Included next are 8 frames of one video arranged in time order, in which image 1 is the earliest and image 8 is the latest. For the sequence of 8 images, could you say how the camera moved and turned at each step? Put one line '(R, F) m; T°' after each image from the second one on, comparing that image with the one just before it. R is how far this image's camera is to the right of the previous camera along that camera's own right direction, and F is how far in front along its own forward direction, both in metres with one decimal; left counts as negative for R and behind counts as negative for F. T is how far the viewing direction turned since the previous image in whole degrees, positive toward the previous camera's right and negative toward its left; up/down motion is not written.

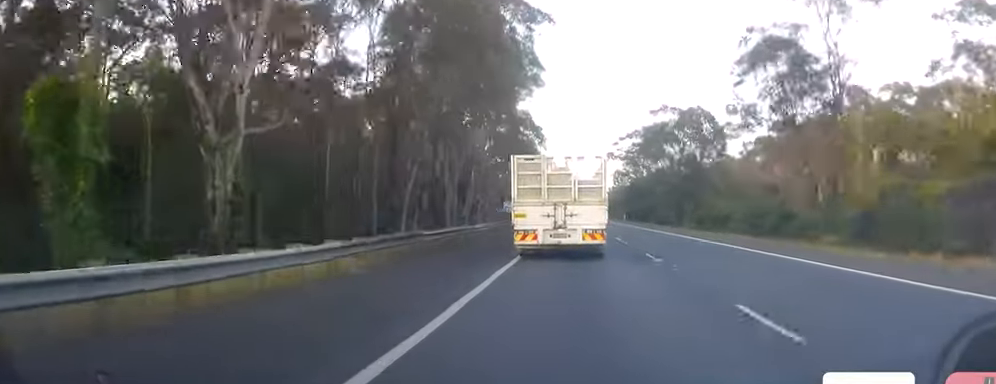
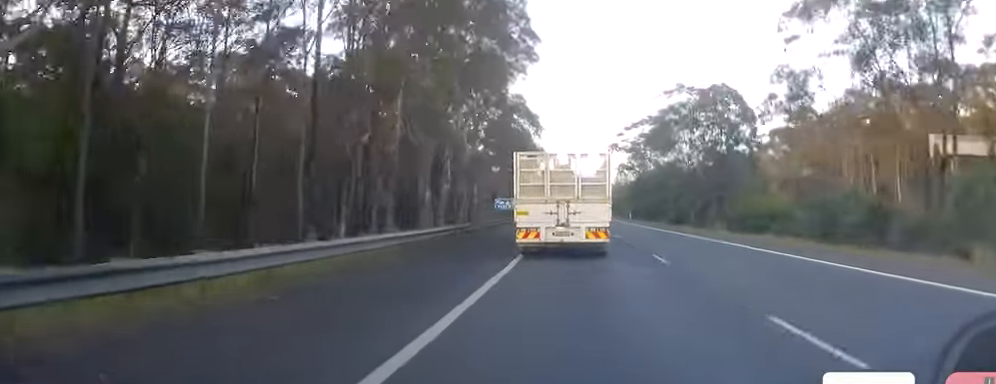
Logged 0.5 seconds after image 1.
(-0.1, +13.4) m; +1°
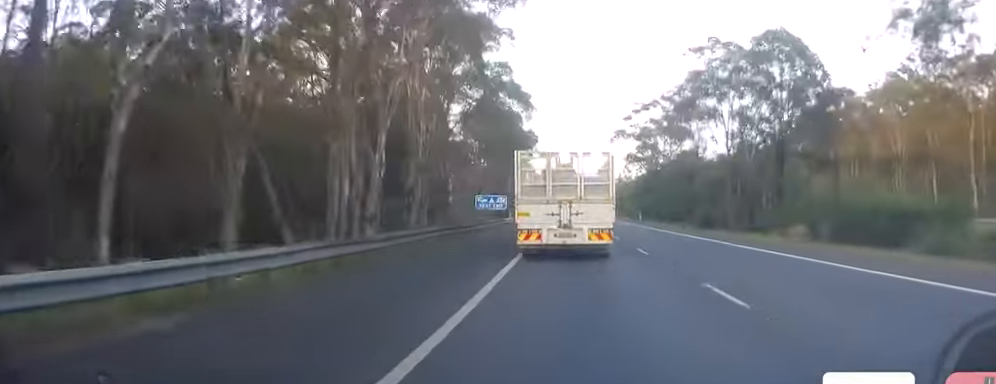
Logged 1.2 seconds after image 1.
(+0.3, +19.7) m; +1°
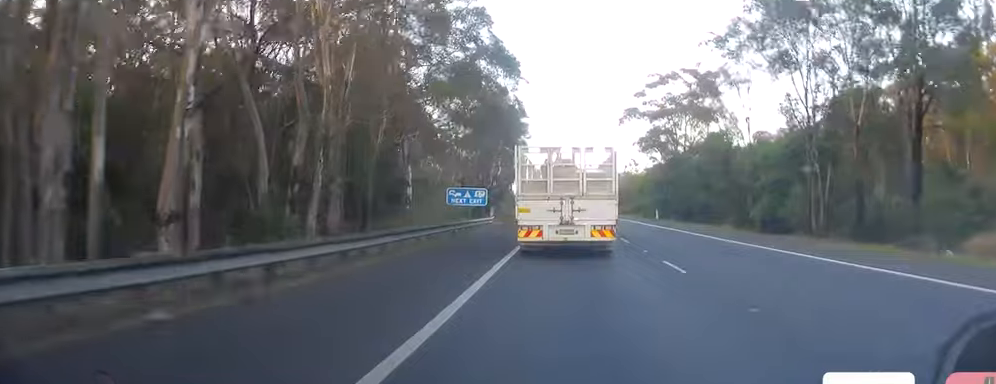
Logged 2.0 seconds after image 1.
(+0.4, +19.7) m; +1°
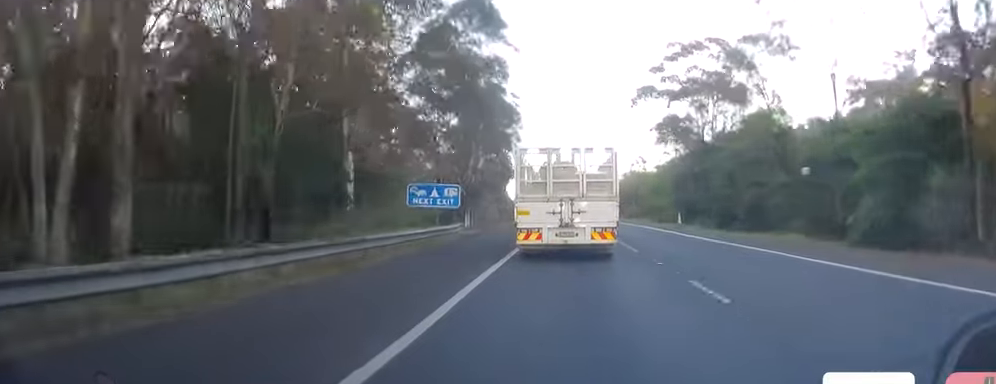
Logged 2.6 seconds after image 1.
(-0.1, +16.1) m; -1°
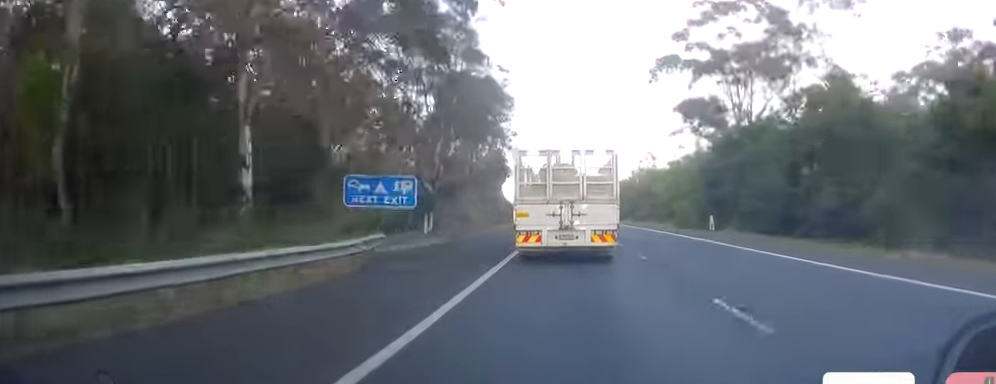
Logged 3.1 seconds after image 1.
(-0.1, +14.3) m; -1°
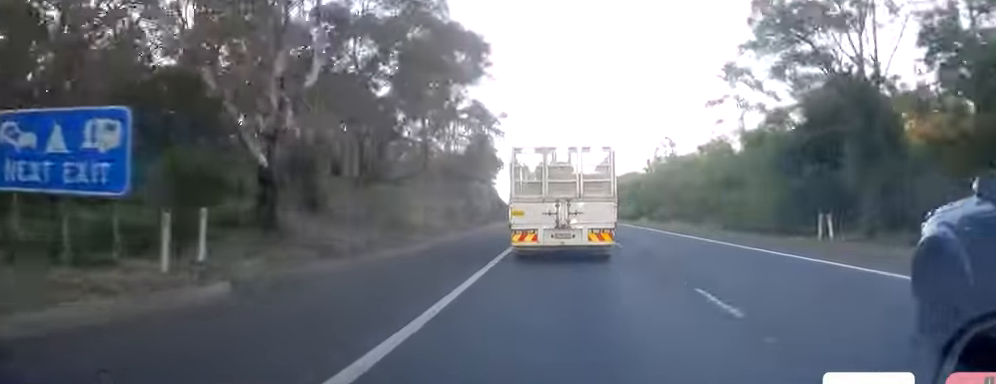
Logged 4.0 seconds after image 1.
(-0.5, +23.1) m; -1°
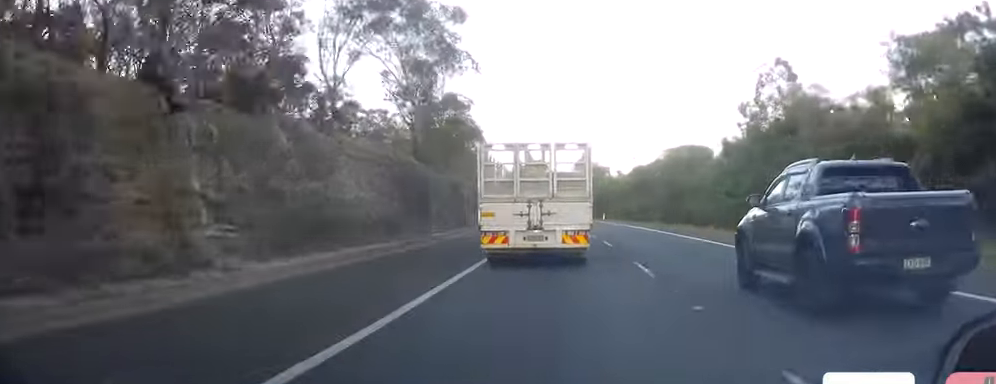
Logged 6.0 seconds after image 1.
(+0.8, +54.1) m; +1°
